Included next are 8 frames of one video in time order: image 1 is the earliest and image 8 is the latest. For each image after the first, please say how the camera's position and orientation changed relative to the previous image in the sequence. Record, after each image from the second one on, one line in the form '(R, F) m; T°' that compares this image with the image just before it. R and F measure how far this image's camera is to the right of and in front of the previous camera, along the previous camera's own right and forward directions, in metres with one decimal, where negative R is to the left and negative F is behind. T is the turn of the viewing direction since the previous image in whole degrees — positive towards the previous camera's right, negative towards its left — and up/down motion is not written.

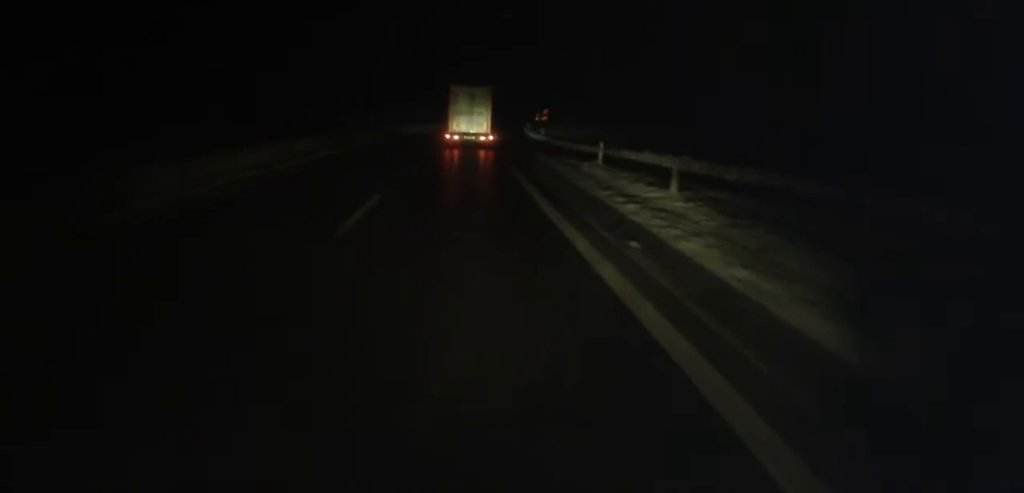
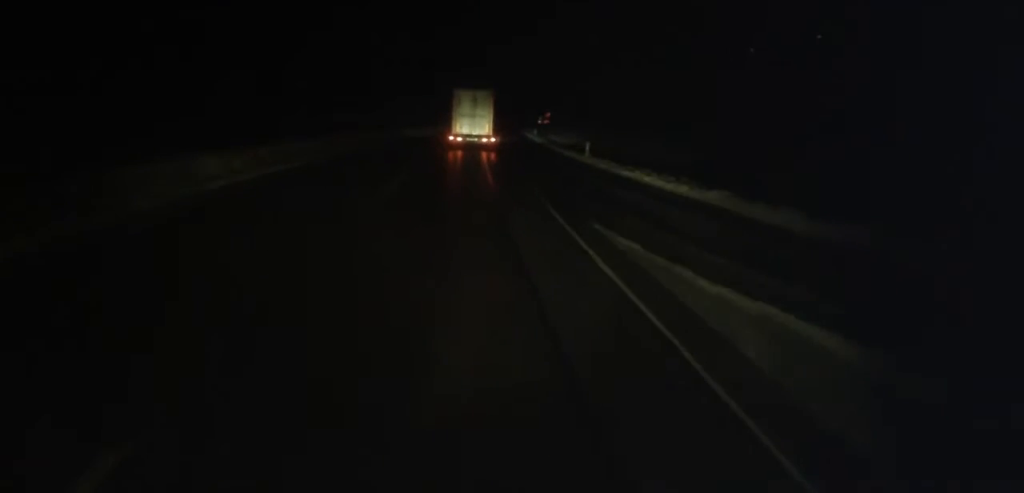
(+0.5, +29.5) m; 0°
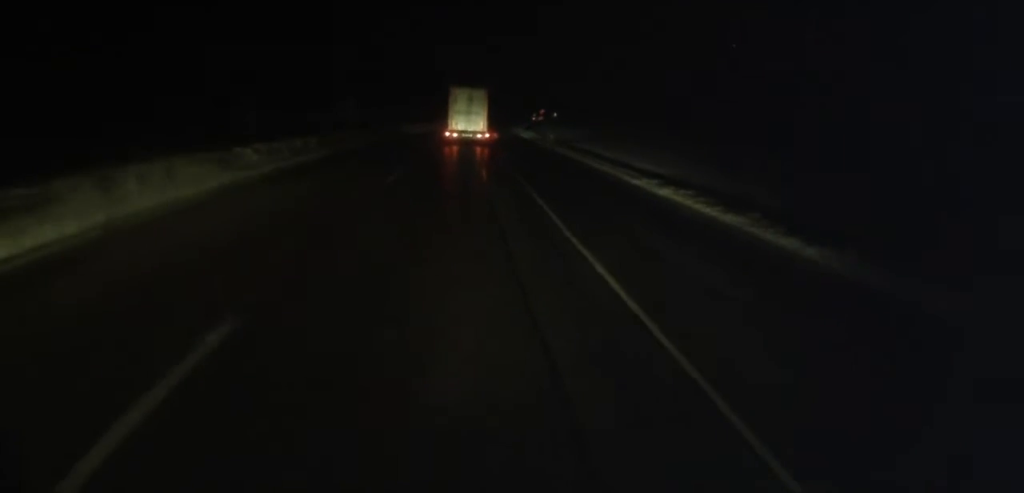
(-0.2, +33.5) m; +2°
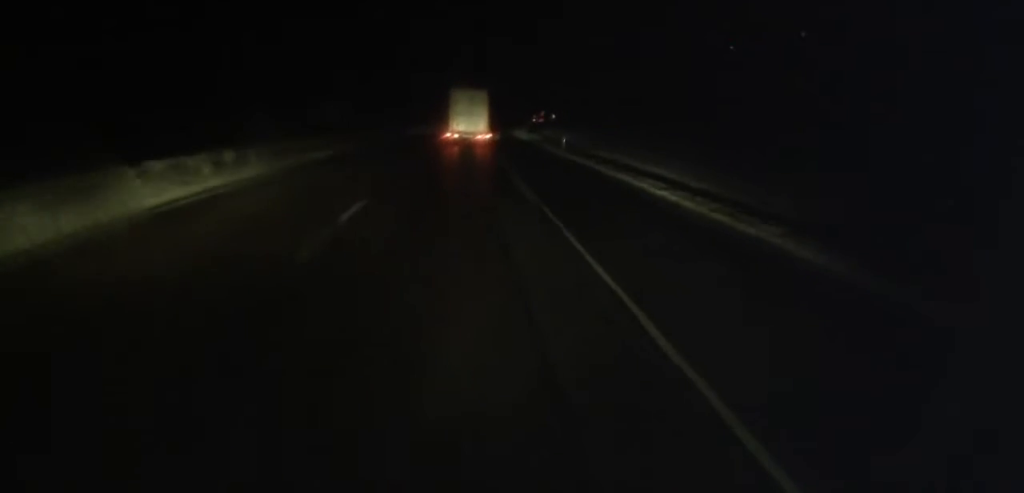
(+0.4, +9.5) m; +1°
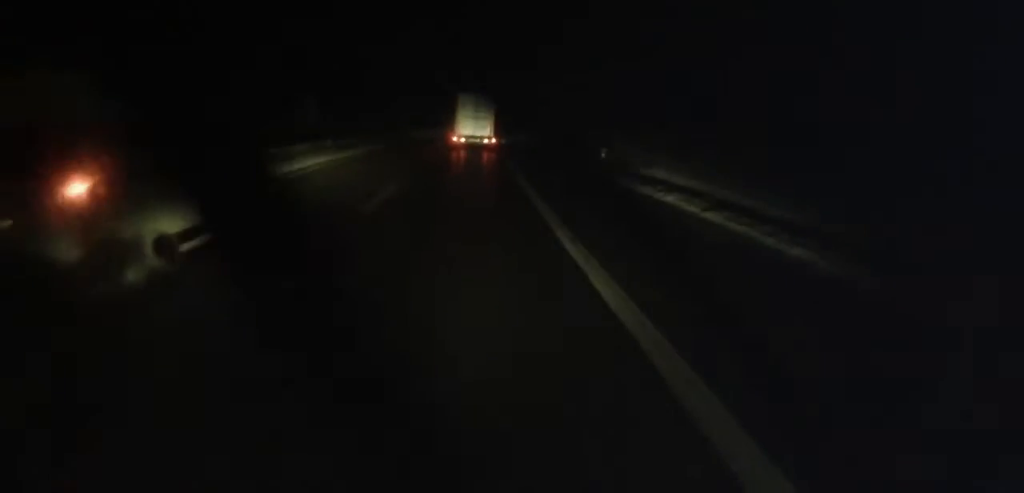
(+0.3, +13.3) m; +1°
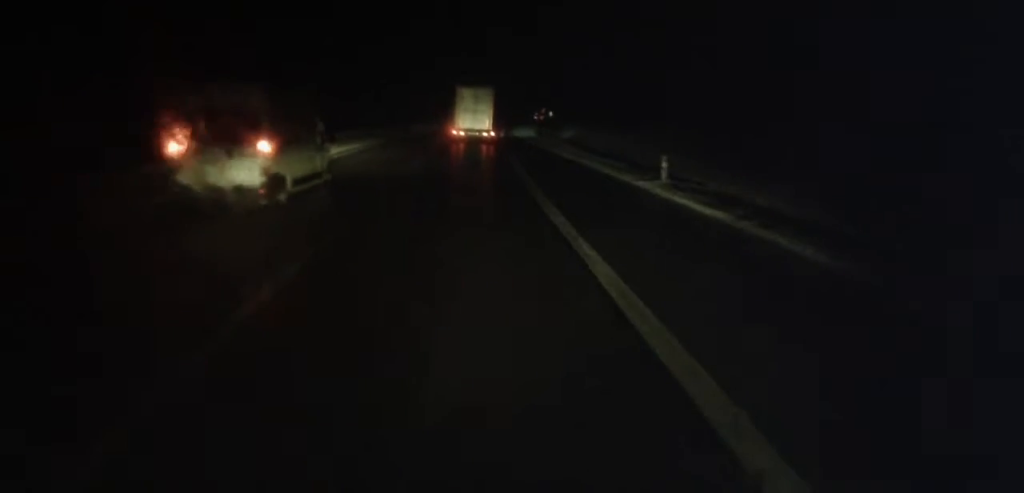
(-0.1, +10.9) m; +1°
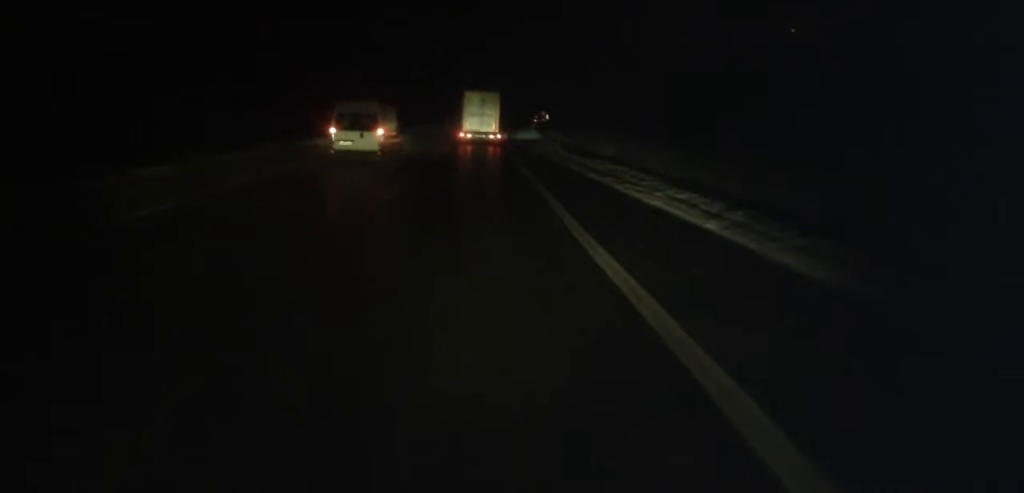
(+0.4, +23.1) m; +1°
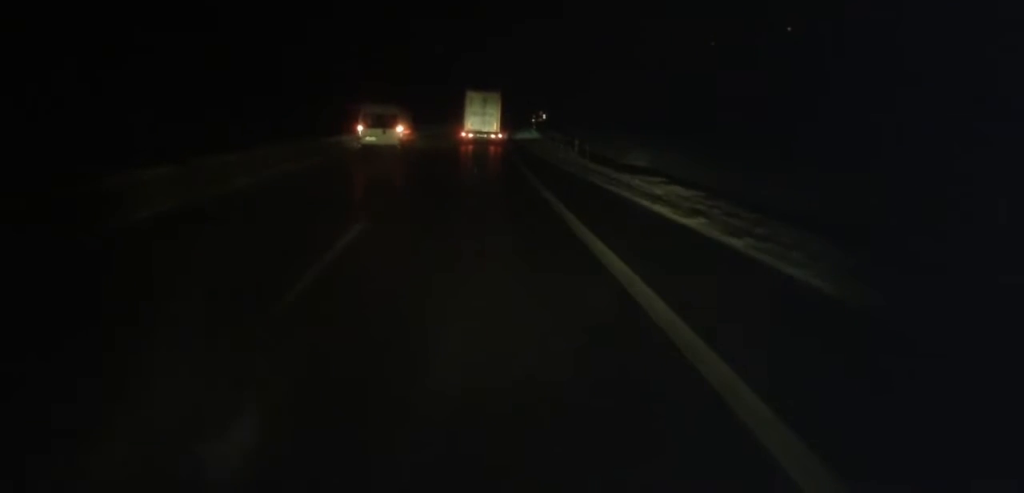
(+0.2, +9.2) m; 0°
